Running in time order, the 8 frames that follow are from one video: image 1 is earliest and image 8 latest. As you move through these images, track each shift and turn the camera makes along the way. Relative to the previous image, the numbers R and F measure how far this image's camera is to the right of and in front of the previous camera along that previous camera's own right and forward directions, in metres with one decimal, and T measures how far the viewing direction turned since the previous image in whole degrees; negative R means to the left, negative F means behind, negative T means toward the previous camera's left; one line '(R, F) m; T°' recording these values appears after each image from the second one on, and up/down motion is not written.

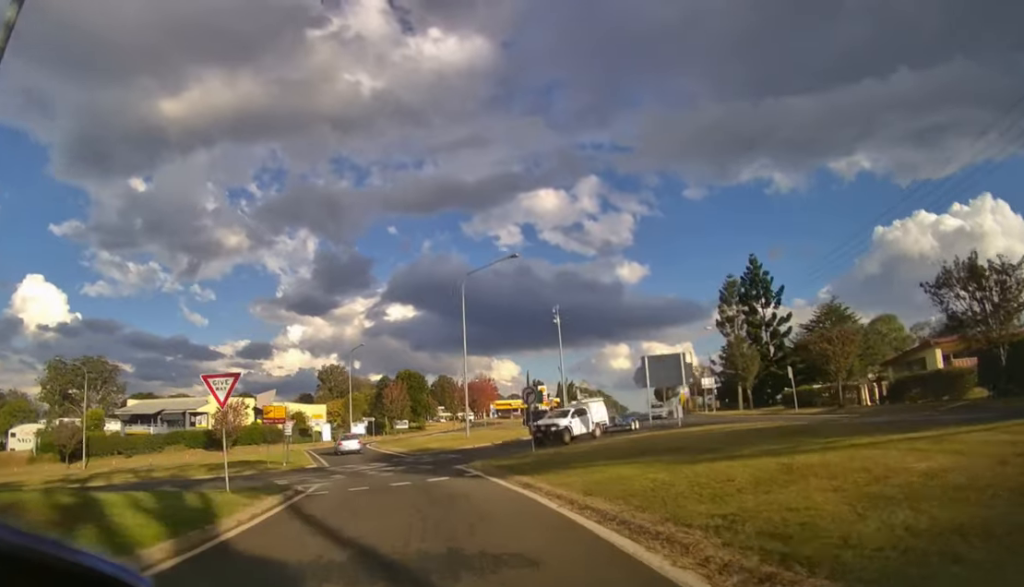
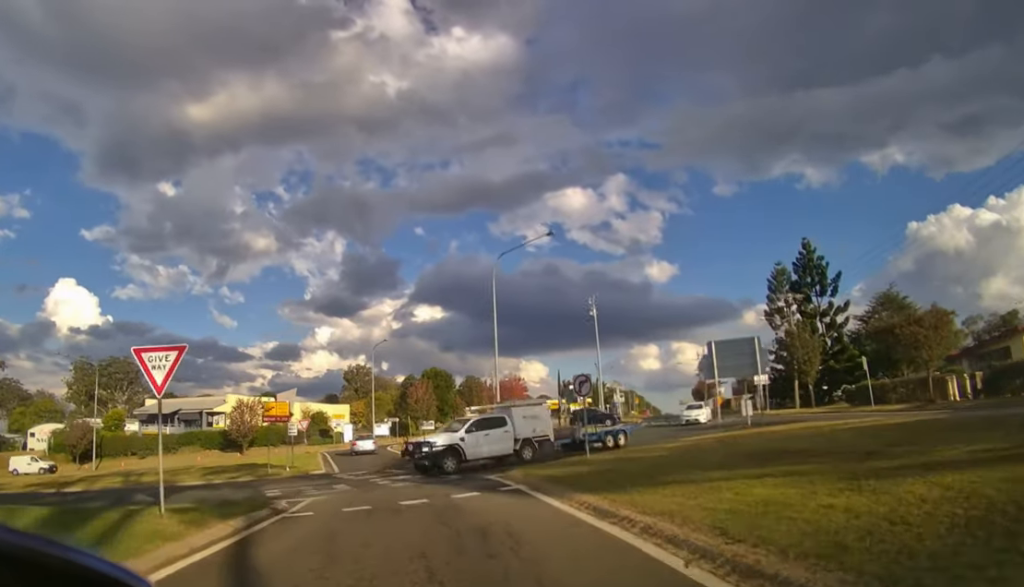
(-0.1, +4.6) m; -3°
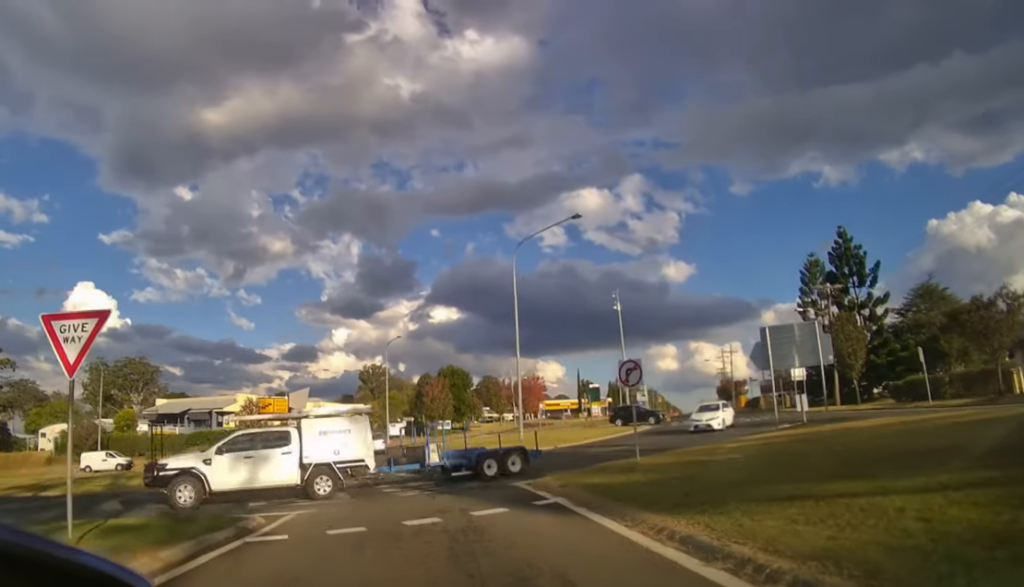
(-0.2, +3.4) m; -3°
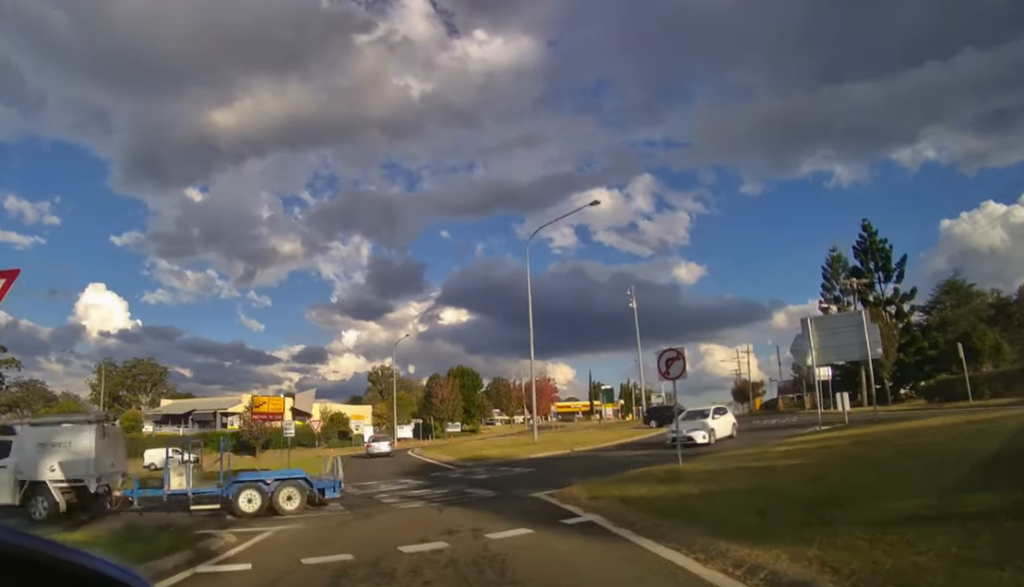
(-0.1, +2.1) m; -2°
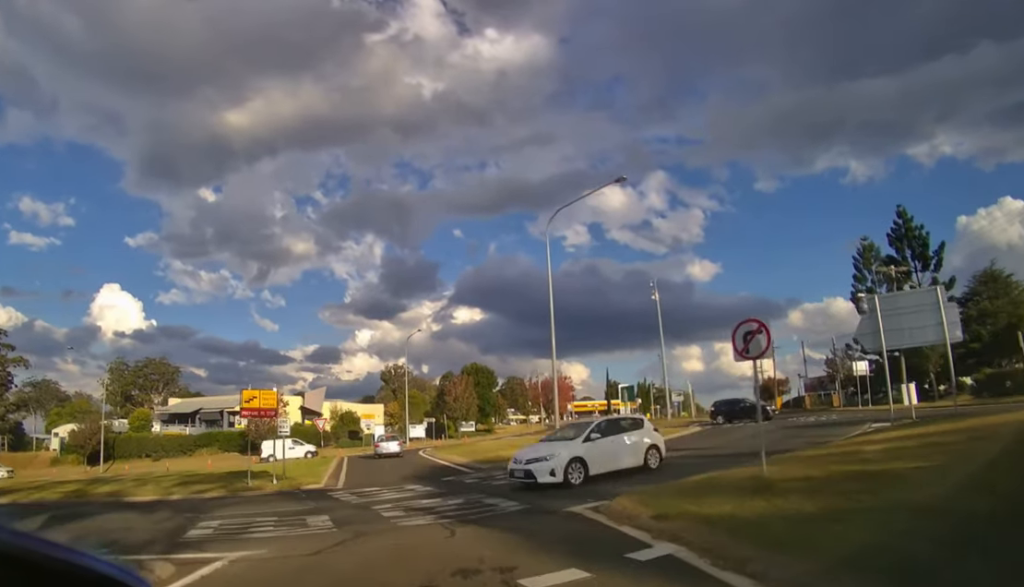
(-0.1, +3.0) m; -3°
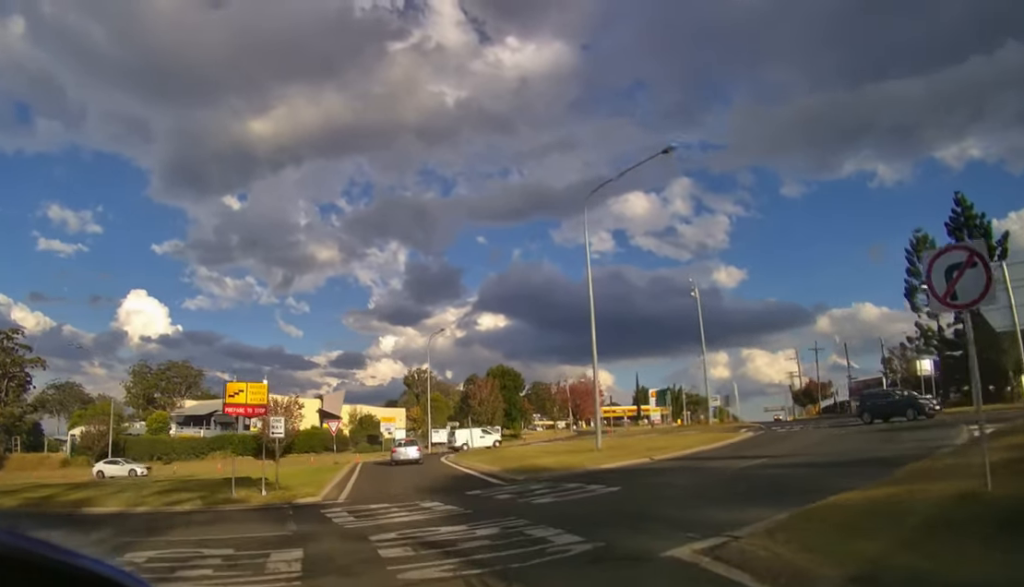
(-0.1, +3.7) m; -3°
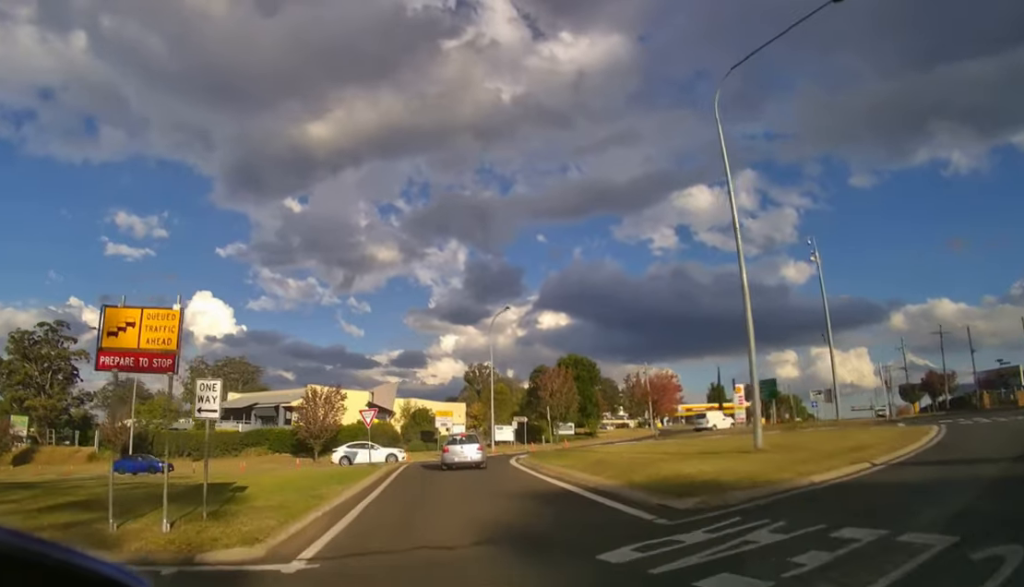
(-0.2, +5.6) m; -3°
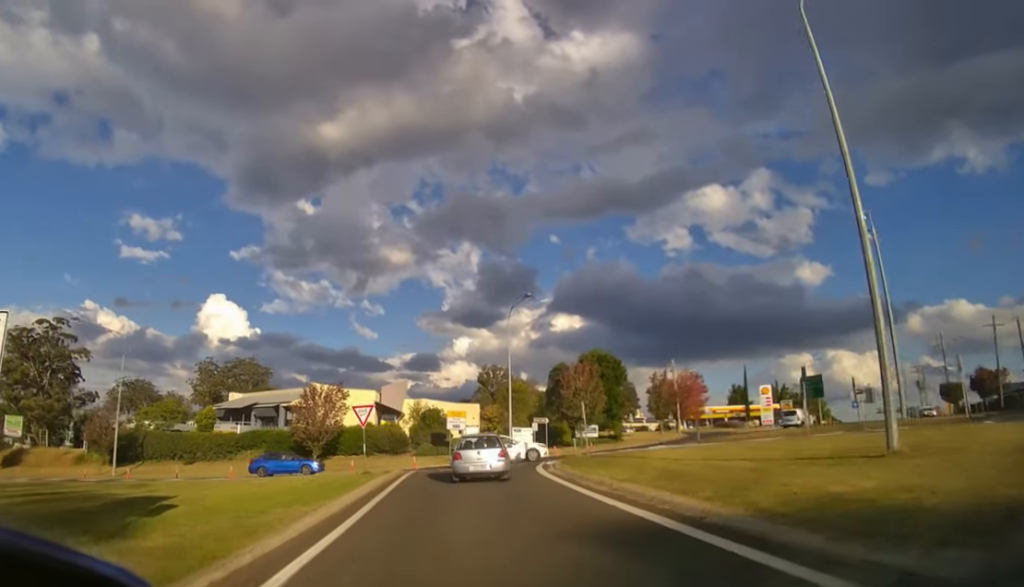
(-0.1, +3.8) m; -2°
